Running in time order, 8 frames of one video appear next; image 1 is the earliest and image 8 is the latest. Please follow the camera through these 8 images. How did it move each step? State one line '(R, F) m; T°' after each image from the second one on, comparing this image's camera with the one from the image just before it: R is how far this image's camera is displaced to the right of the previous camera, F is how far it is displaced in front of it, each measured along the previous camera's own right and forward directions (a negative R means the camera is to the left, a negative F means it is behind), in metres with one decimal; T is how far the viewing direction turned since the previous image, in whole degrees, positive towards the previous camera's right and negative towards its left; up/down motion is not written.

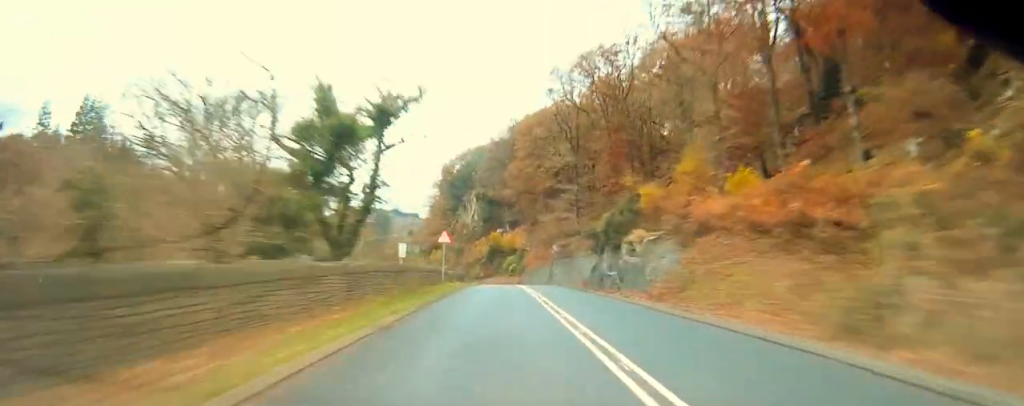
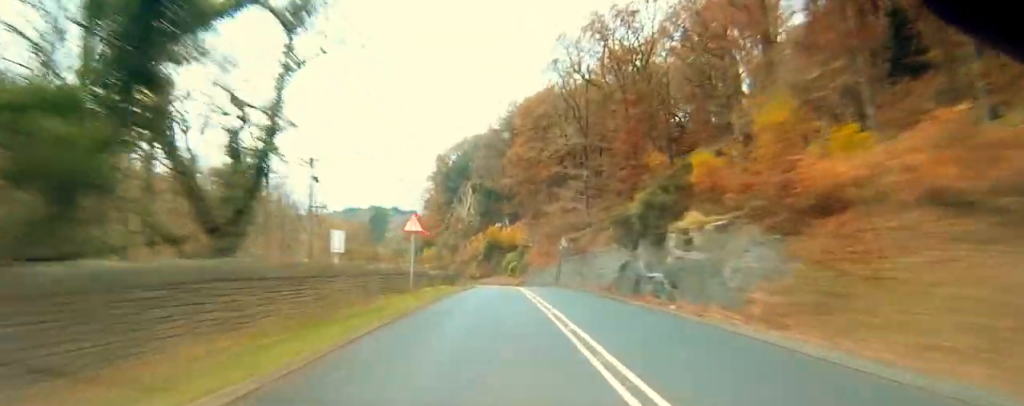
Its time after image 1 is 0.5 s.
(0.0, +13.1) m; 0°
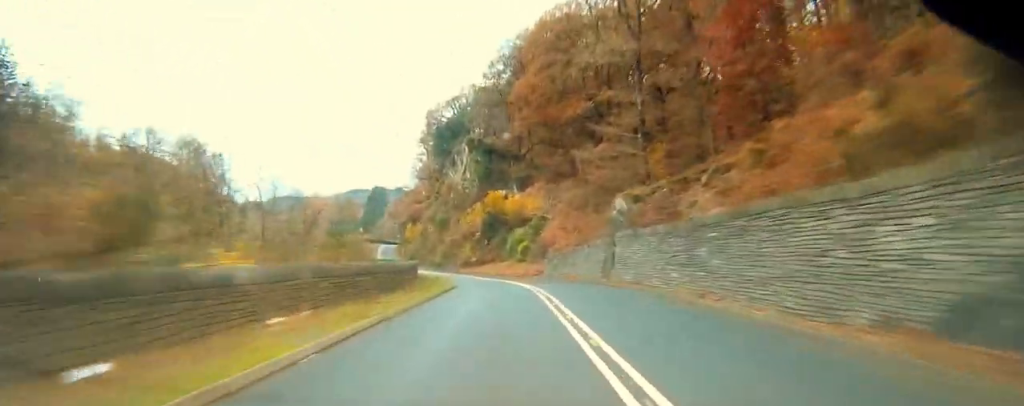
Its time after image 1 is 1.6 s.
(+0.1, +31.5) m; -1°
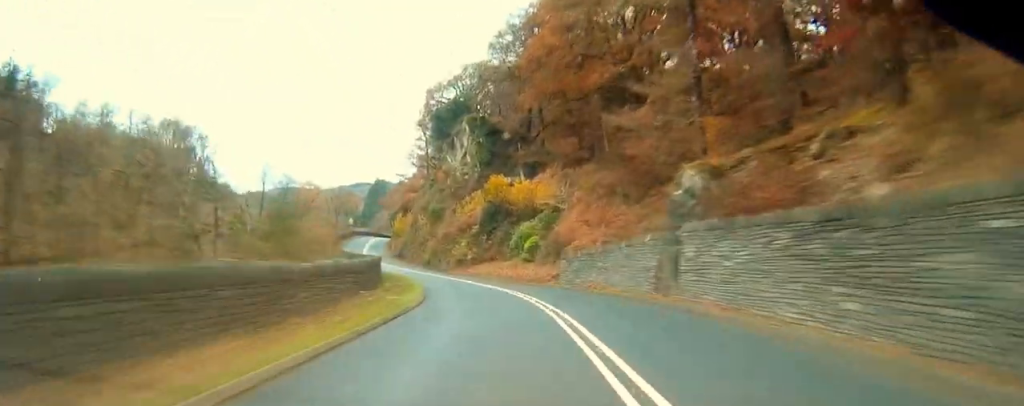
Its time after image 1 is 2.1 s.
(-0.1, +13.6) m; -2°
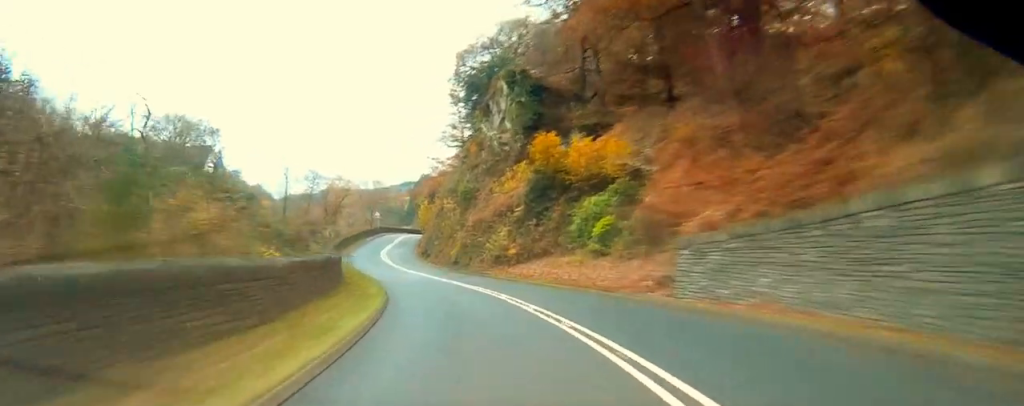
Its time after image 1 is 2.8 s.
(-0.3, +19.7) m; -5°
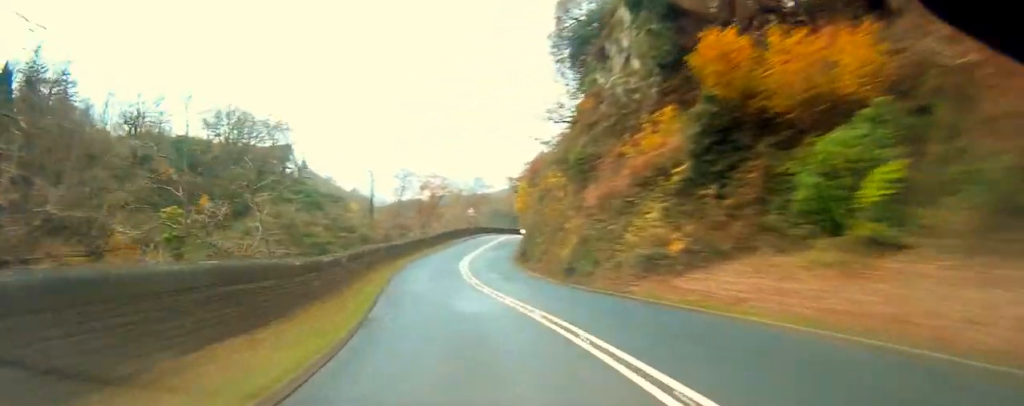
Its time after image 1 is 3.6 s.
(-1.7, +20.9) m; -8°
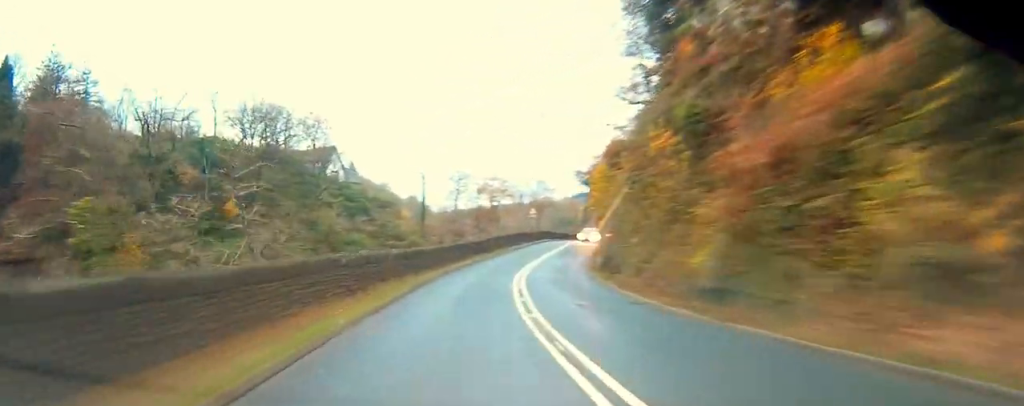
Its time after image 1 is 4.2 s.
(-0.7, +13.8) m; -4°
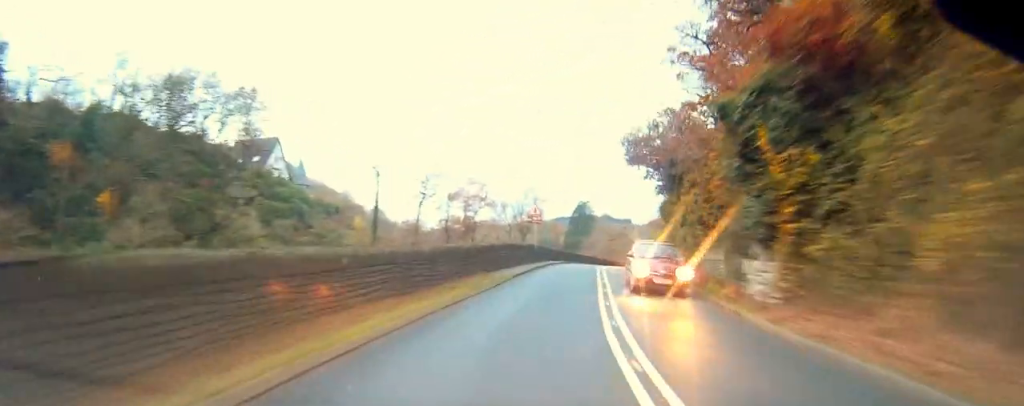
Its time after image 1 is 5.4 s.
(-1.7, +32.5) m; 0°
